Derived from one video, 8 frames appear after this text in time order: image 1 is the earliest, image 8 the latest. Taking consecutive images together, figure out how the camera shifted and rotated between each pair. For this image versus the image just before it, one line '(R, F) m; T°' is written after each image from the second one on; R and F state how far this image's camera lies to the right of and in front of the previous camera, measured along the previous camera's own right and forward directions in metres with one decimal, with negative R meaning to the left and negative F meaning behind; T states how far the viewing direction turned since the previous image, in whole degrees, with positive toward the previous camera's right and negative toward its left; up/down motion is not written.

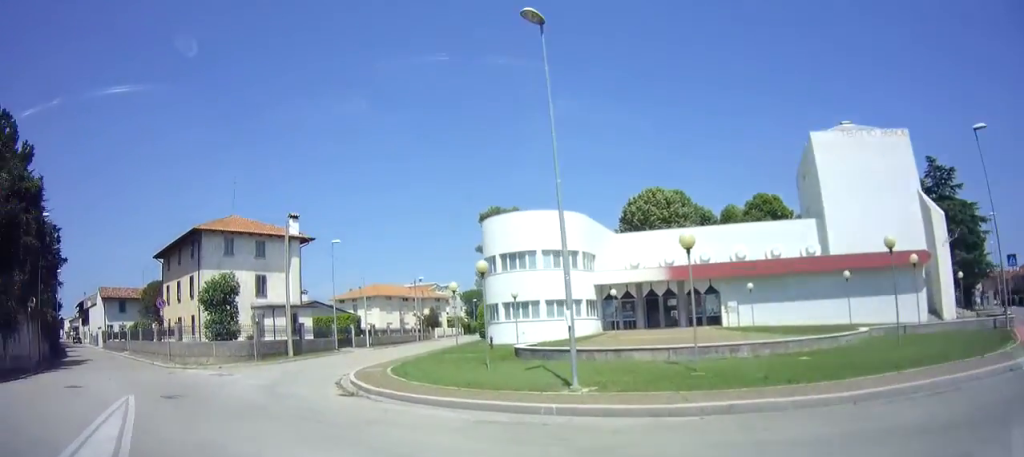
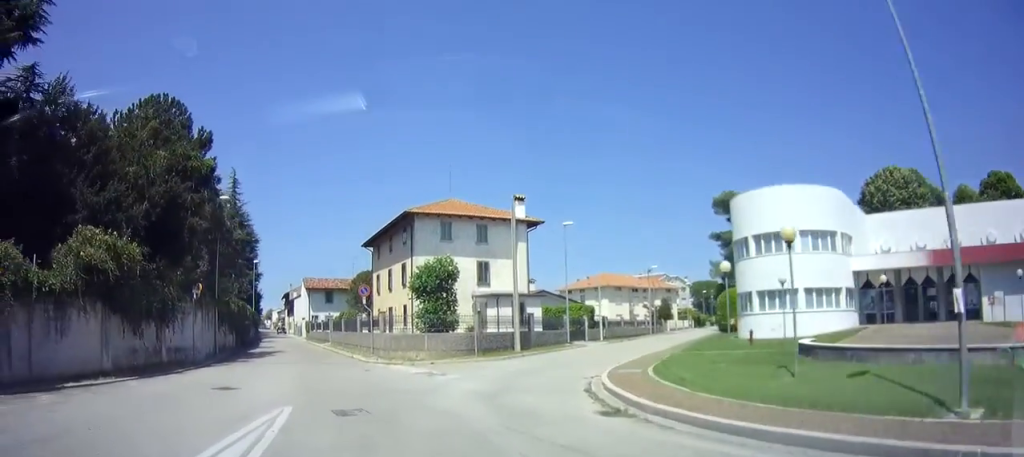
(-0.1, +4.4) m; -10°
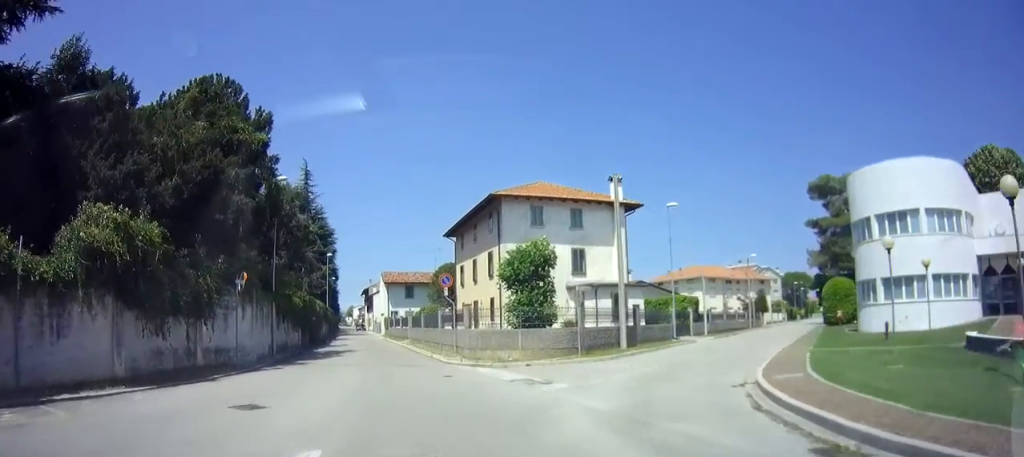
(-0.4, +3.6) m; -10°
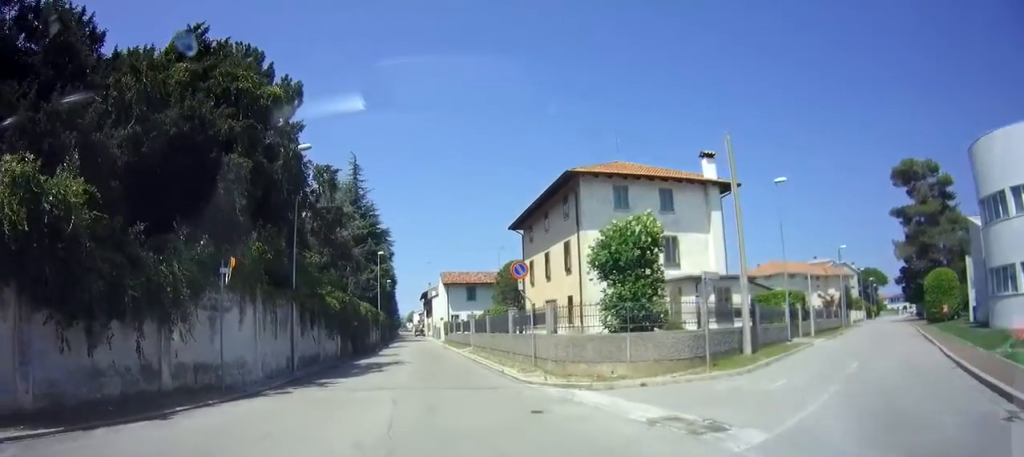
(-1.0, +5.7) m; -14°
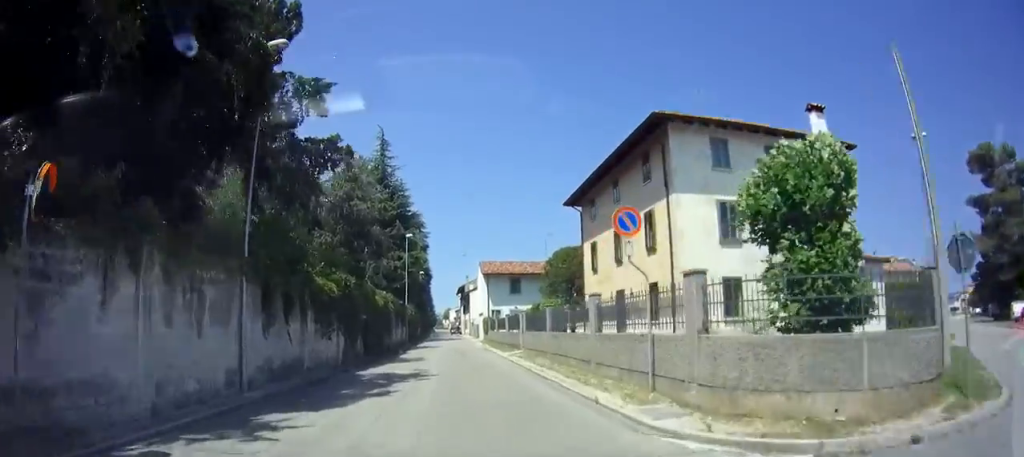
(-0.6, +7.5) m; -5°
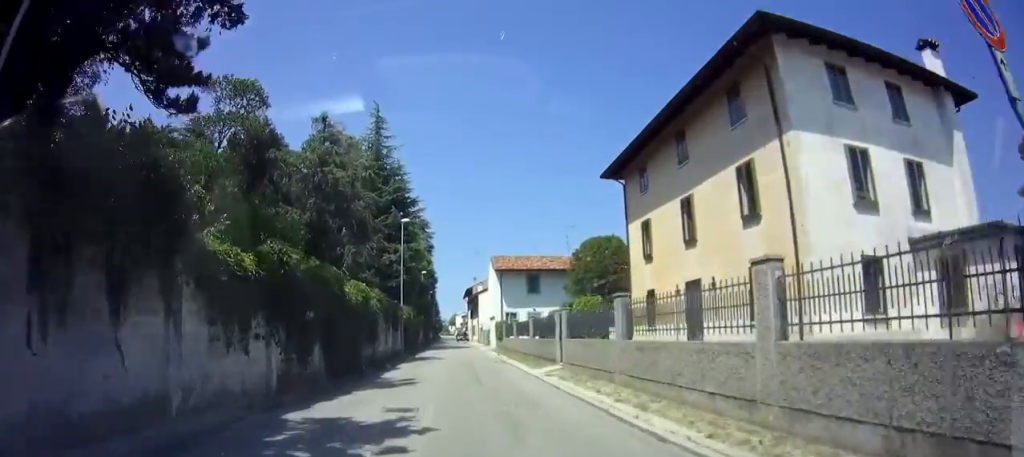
(-0.1, +7.2) m; -1°
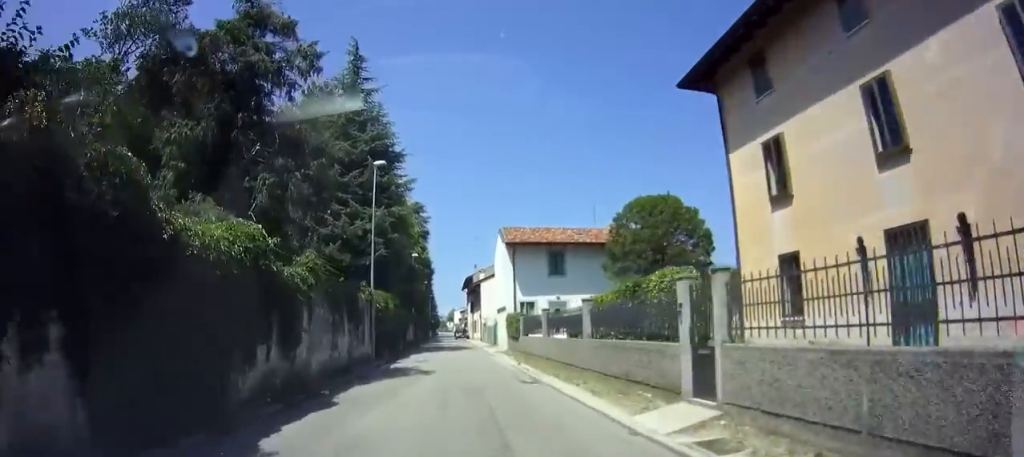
(-0.1, +9.6) m; -1°
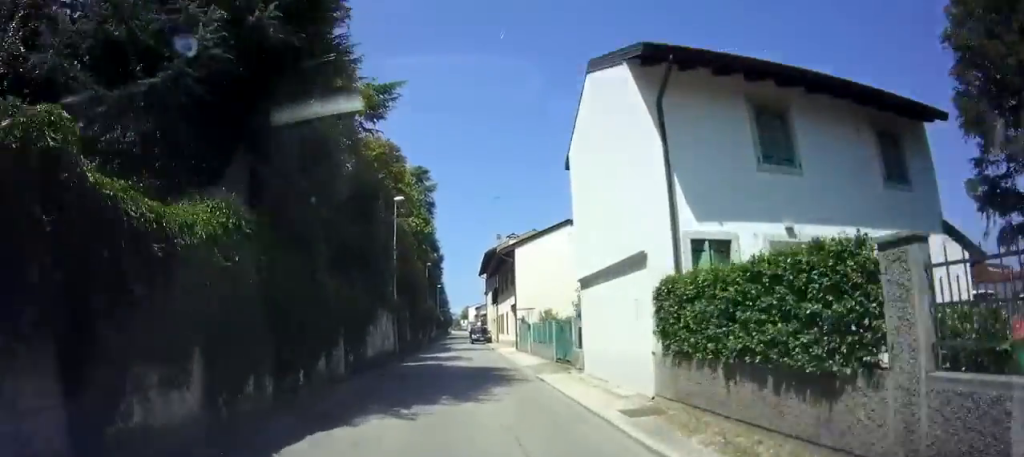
(+0.1, +21.2) m; 0°
